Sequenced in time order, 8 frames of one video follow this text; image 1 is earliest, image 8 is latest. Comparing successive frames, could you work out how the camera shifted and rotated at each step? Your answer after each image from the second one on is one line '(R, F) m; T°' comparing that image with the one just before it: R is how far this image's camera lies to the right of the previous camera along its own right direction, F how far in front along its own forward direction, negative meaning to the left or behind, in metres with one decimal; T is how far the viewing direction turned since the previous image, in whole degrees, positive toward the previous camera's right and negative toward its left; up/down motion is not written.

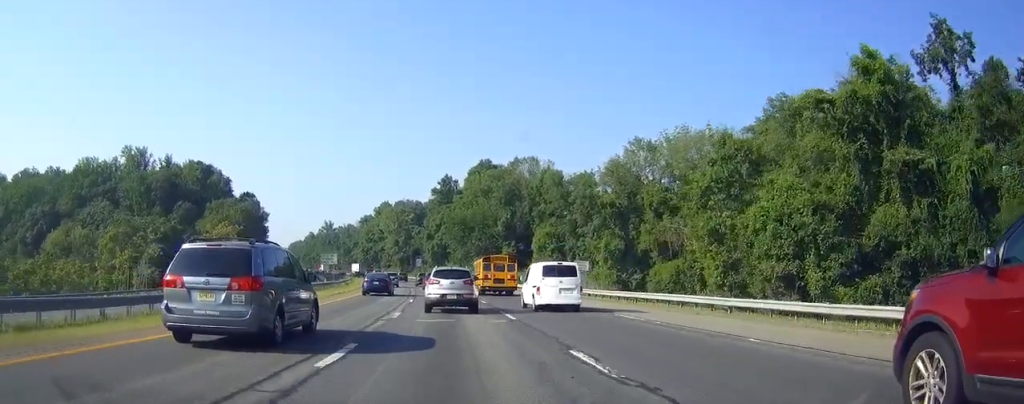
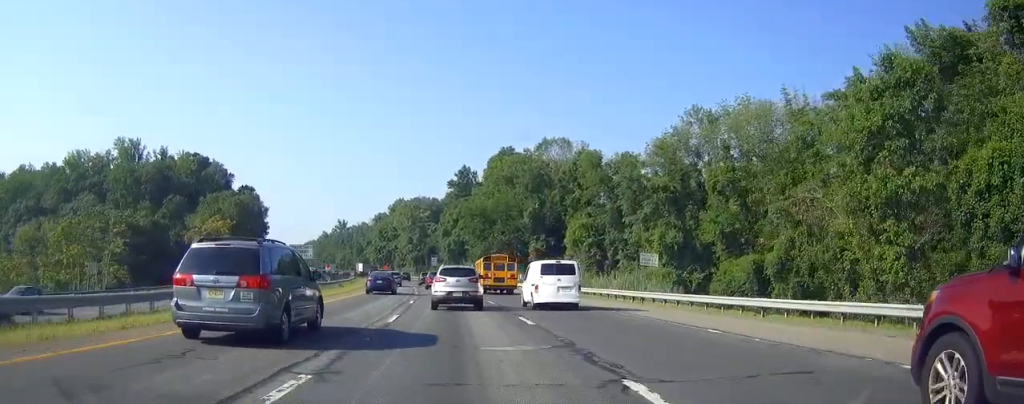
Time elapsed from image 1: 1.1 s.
(-0.2, +15.1) m; -1°
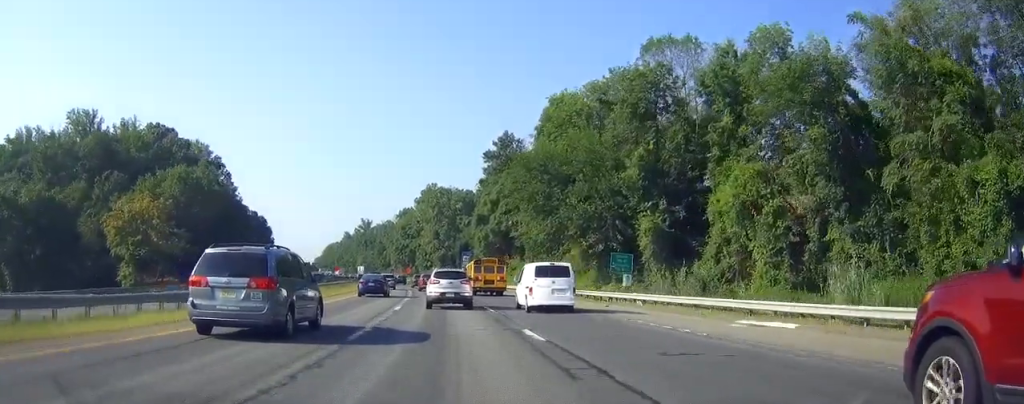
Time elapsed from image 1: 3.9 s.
(-0.9, +41.9) m; -3°
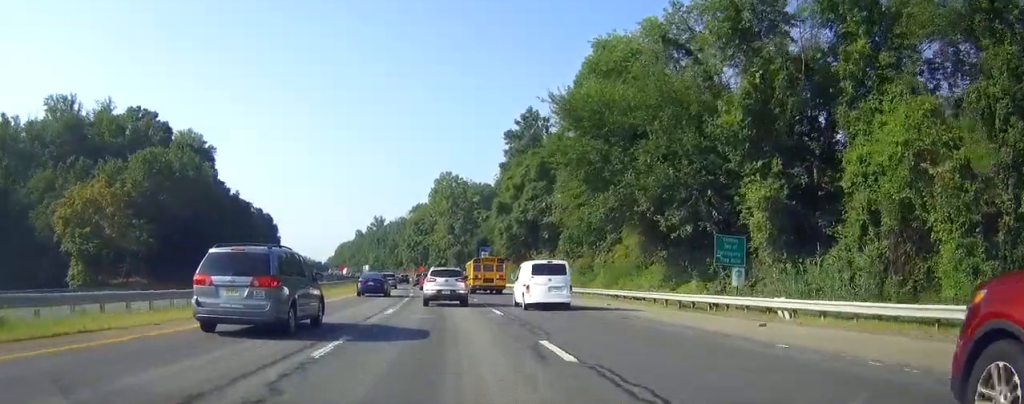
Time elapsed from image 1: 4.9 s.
(-0.2, +16.1) m; -1°
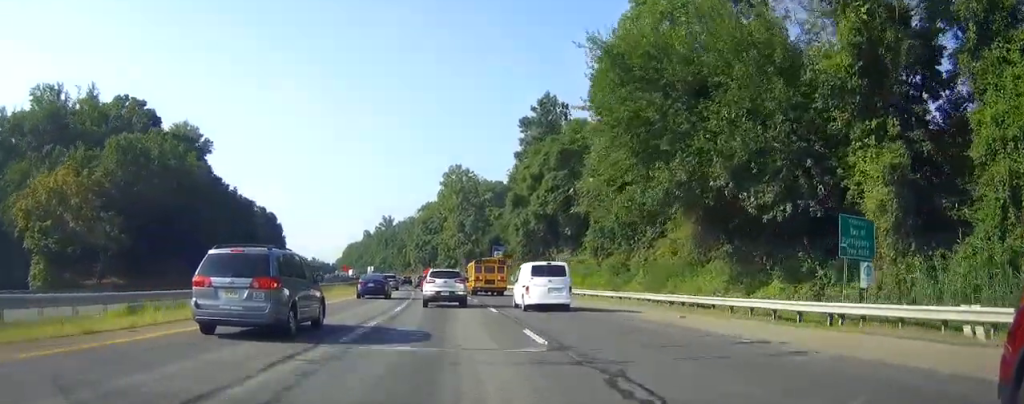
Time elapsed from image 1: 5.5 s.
(-0.1, +9.4) m; -1°
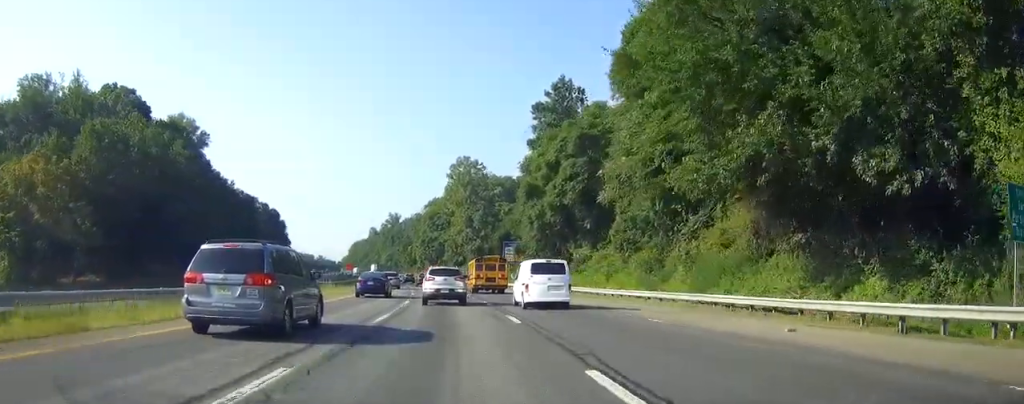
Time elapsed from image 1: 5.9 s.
(0.0, +7.2) m; -1°
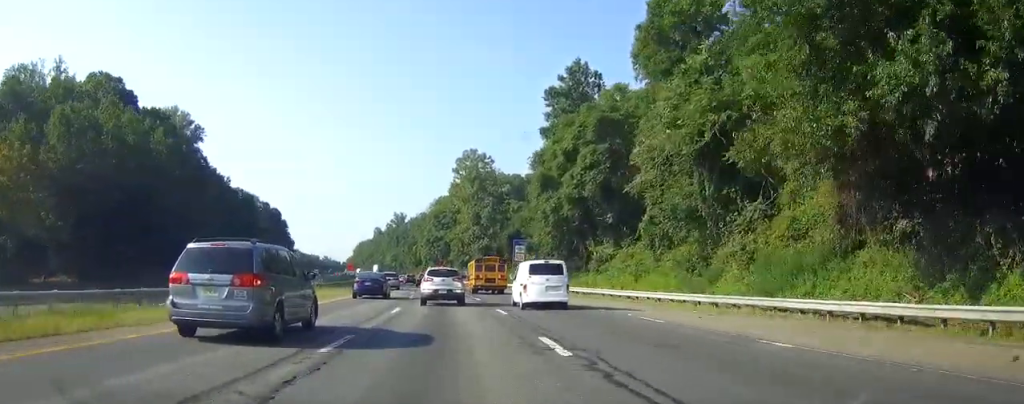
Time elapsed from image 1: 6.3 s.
(-0.1, +7.3) m; -1°
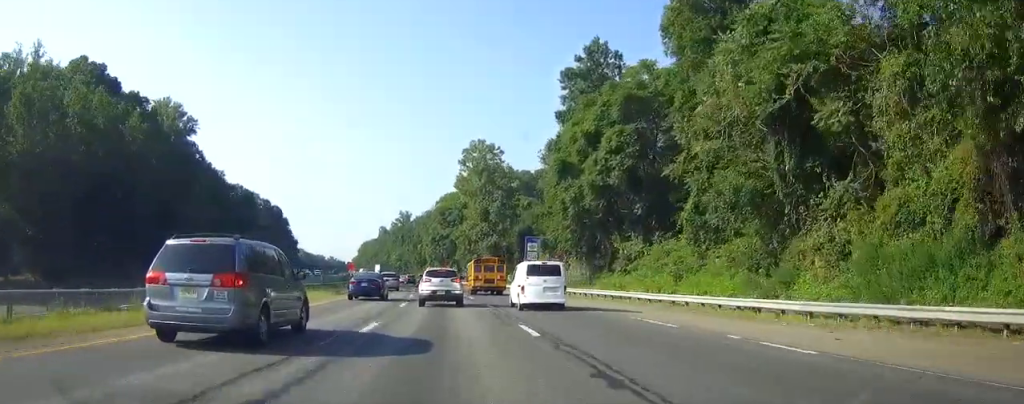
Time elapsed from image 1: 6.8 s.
(0.0, +7.9) m; -1°
